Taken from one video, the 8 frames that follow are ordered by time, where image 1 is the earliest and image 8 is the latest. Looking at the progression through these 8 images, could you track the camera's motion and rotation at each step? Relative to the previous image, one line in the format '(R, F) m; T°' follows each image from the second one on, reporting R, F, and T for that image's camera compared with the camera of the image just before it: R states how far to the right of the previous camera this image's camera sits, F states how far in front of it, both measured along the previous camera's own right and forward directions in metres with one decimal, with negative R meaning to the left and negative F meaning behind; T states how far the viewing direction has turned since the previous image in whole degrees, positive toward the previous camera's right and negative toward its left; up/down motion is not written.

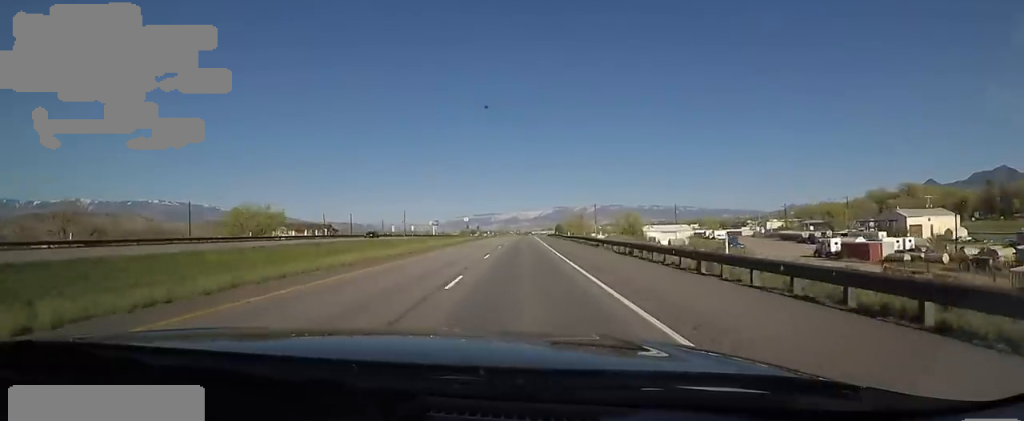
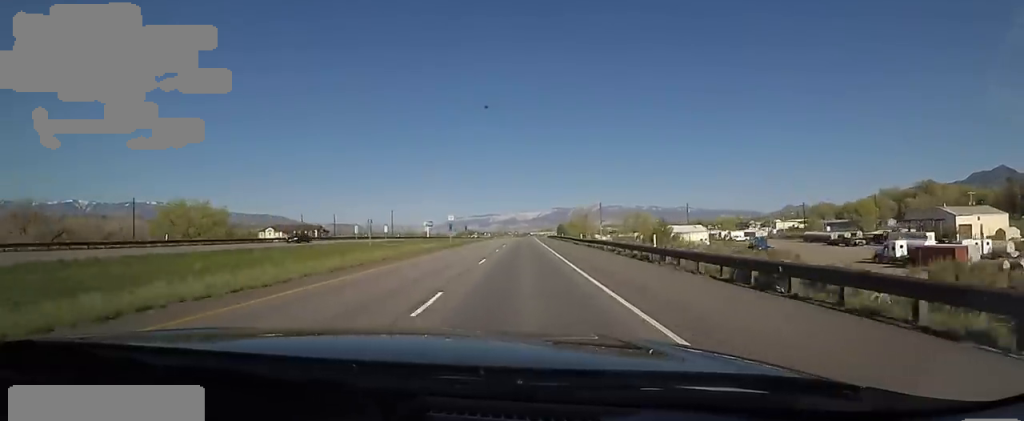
(+0.6, +15.1) m; 0°
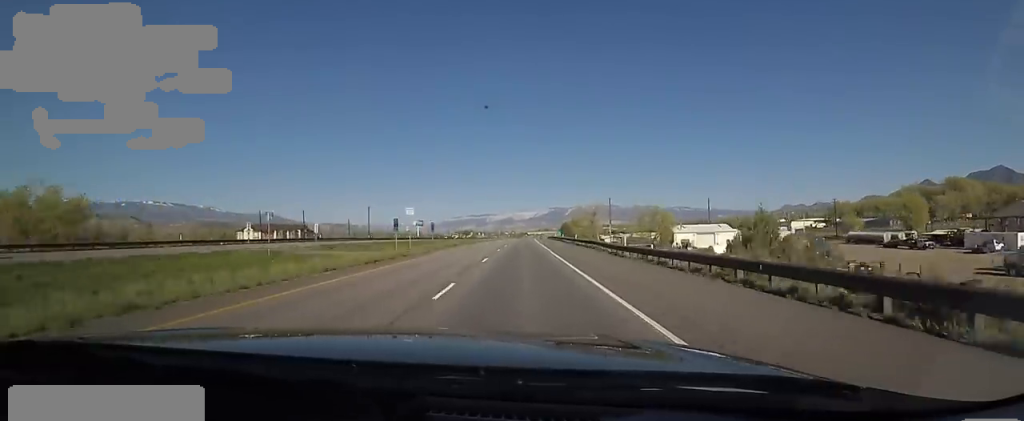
(+0.2, +22.1) m; 0°
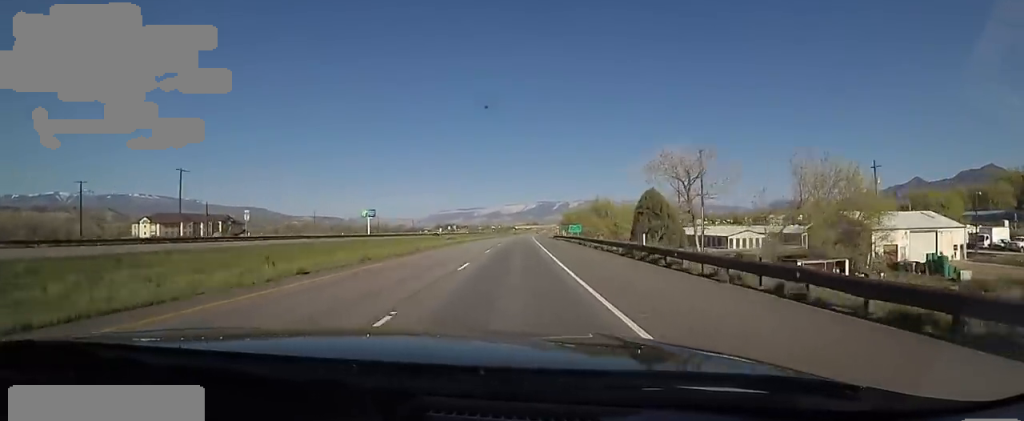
(+1.2, +78.1) m; +1°
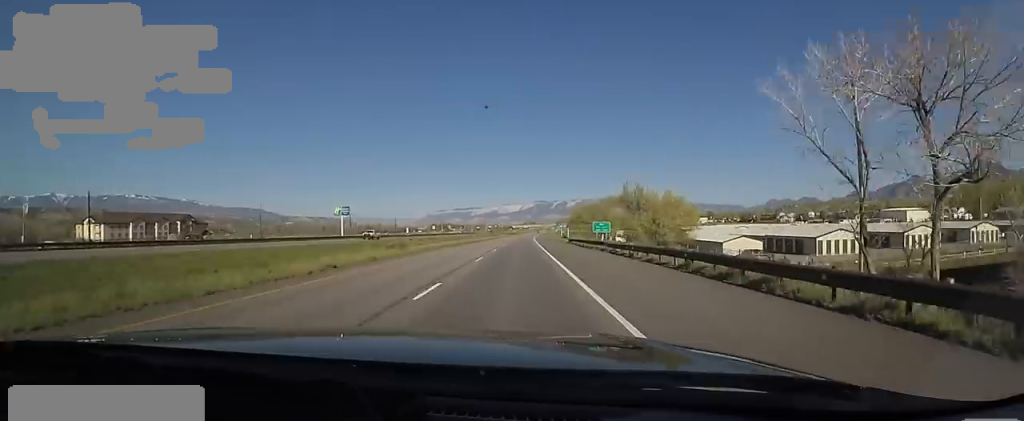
(-0.6, +31.5) m; -1°
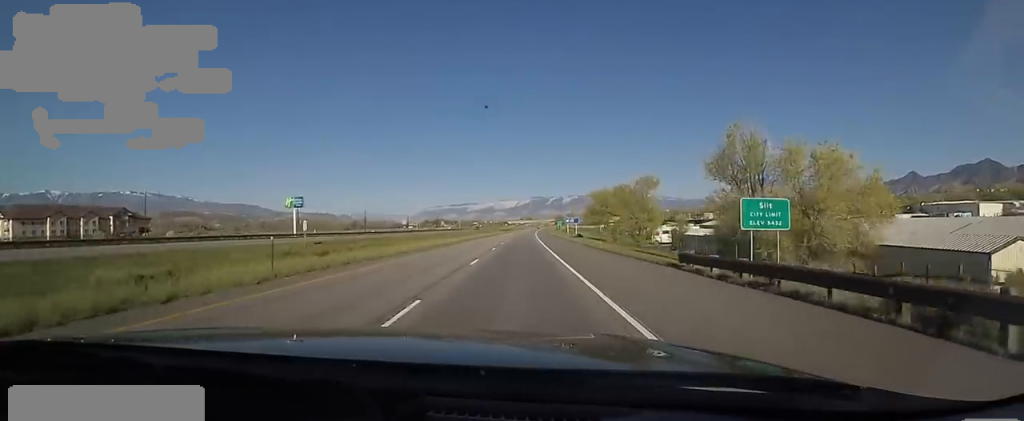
(-0.1, +39.5) m; +1°
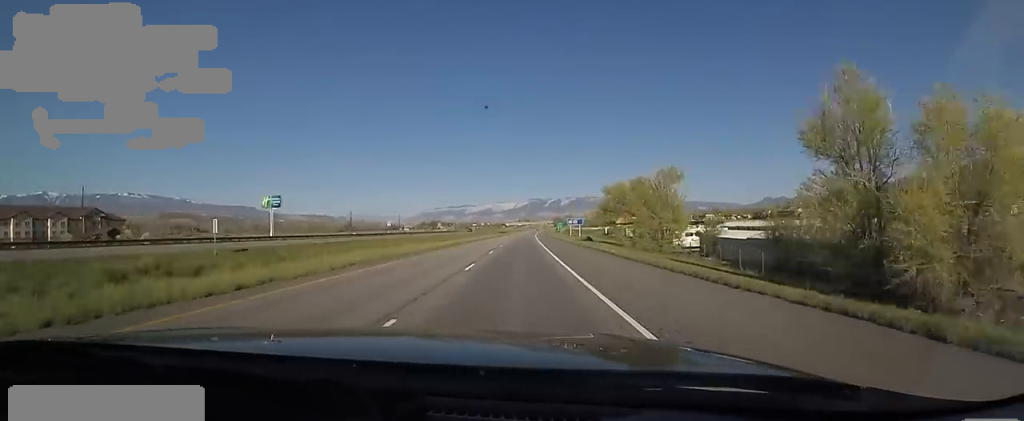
(+0.3, +13.9) m; +1°
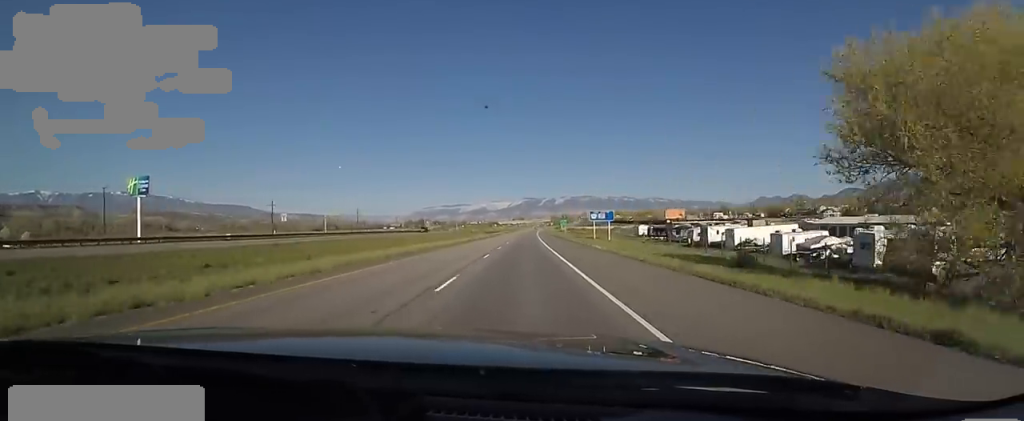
(+0.2, +54.4) m; +1°
